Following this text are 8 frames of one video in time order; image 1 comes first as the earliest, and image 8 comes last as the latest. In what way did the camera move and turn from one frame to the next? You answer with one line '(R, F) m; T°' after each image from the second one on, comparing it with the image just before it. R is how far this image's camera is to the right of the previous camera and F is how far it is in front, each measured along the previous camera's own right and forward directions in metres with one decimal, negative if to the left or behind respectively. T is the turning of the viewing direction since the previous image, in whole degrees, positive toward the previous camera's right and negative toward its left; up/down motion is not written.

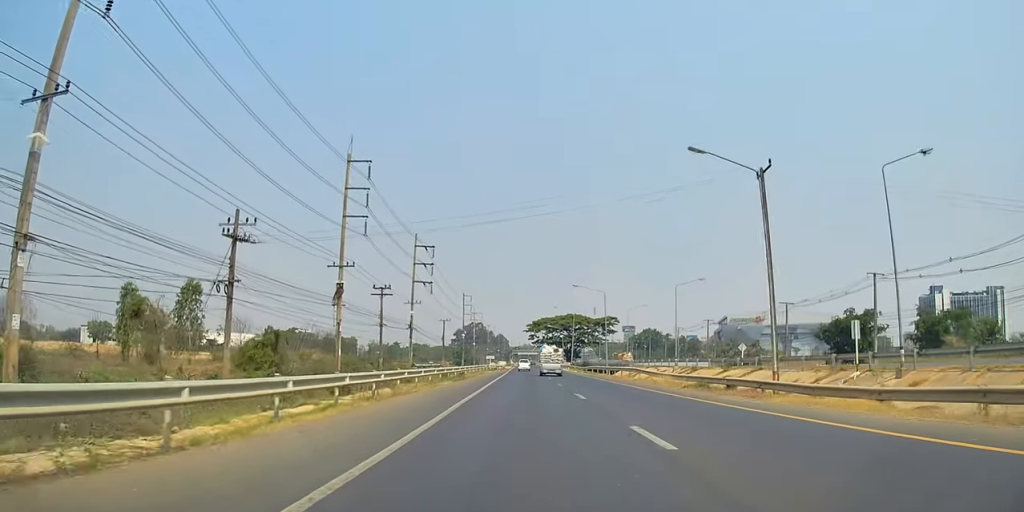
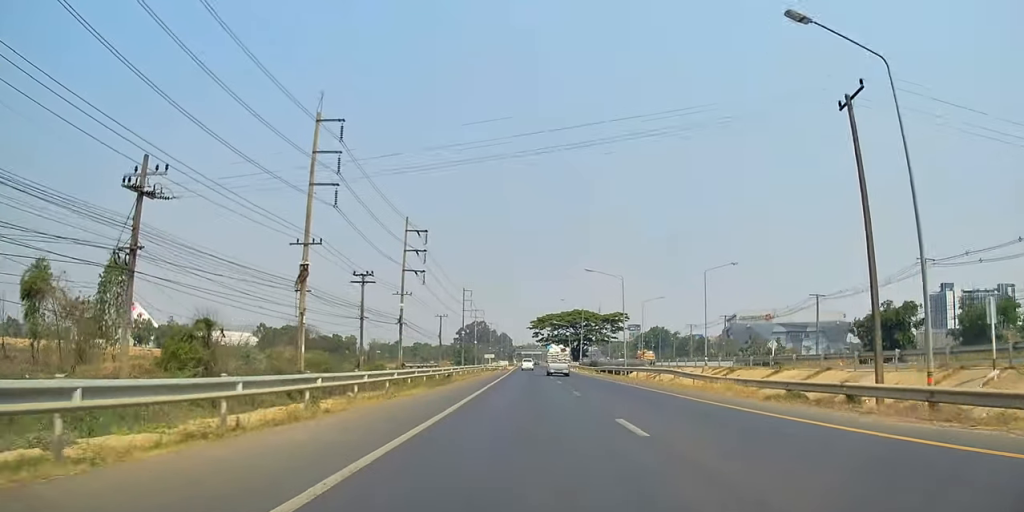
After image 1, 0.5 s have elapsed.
(0.0, +10.5) m; 0°
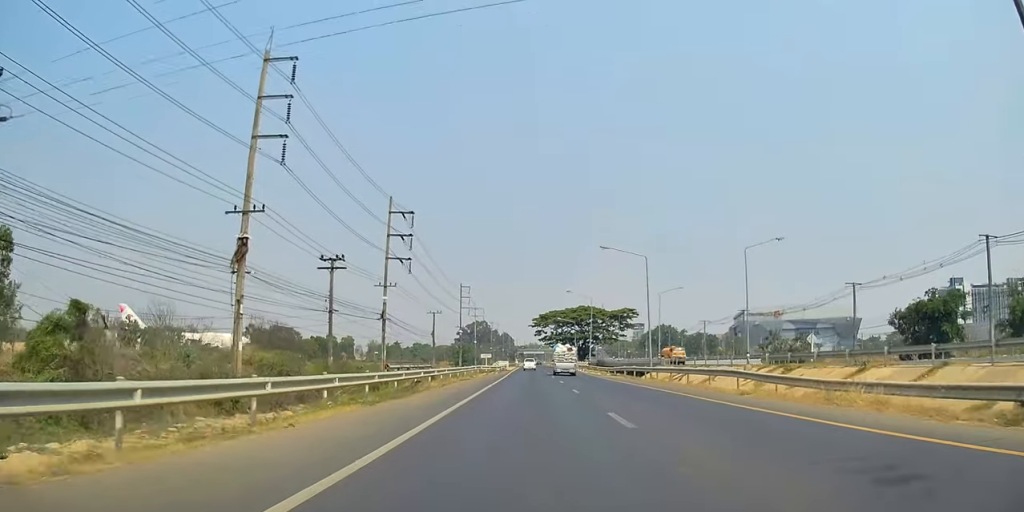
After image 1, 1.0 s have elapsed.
(0.0, +11.1) m; -1°
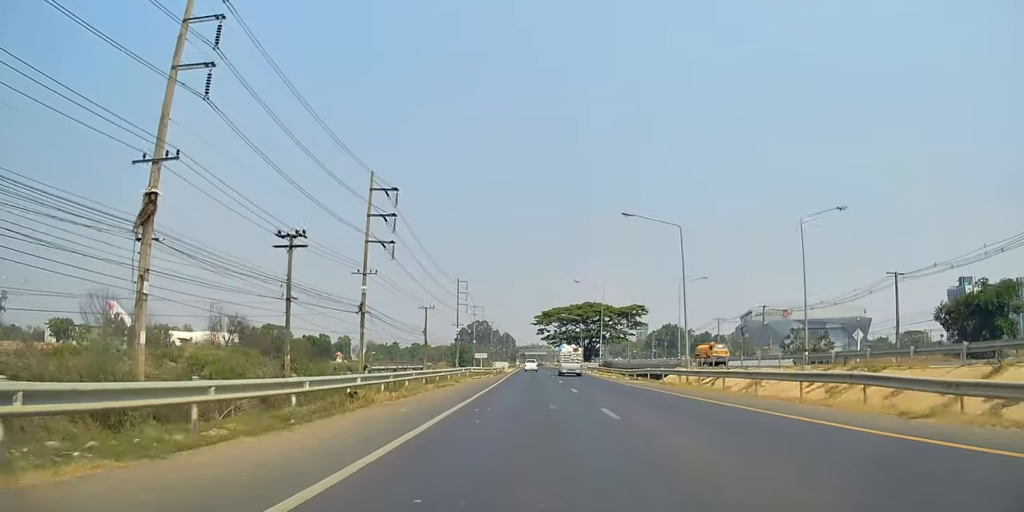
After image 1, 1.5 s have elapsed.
(0.0, +10.7) m; -1°
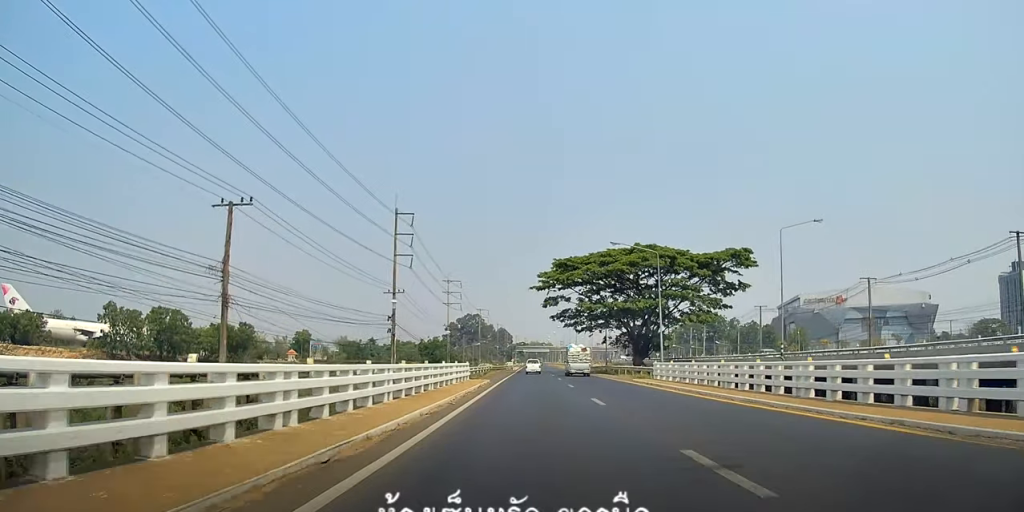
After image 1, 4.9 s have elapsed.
(+0.2, +68.2) m; 0°
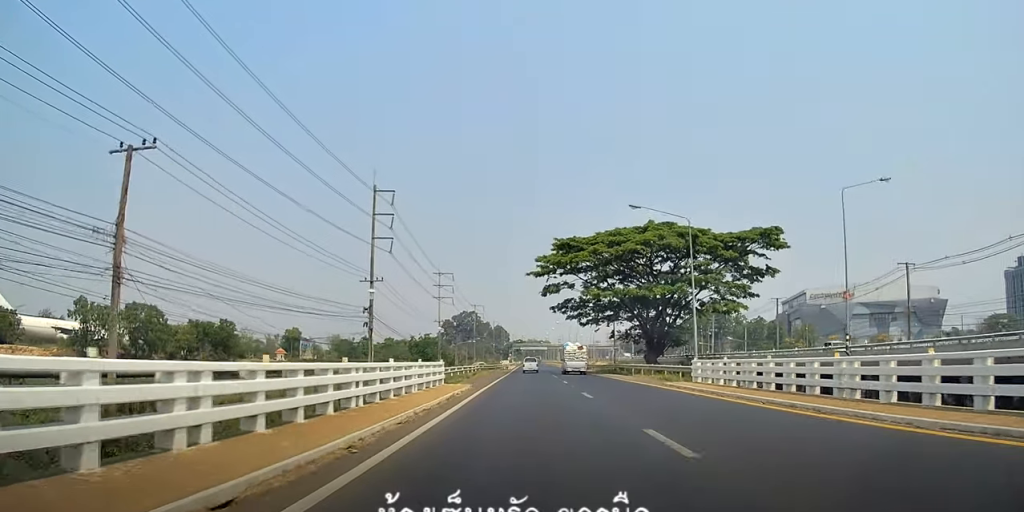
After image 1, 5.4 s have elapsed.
(-0.4, +9.2) m; 0°
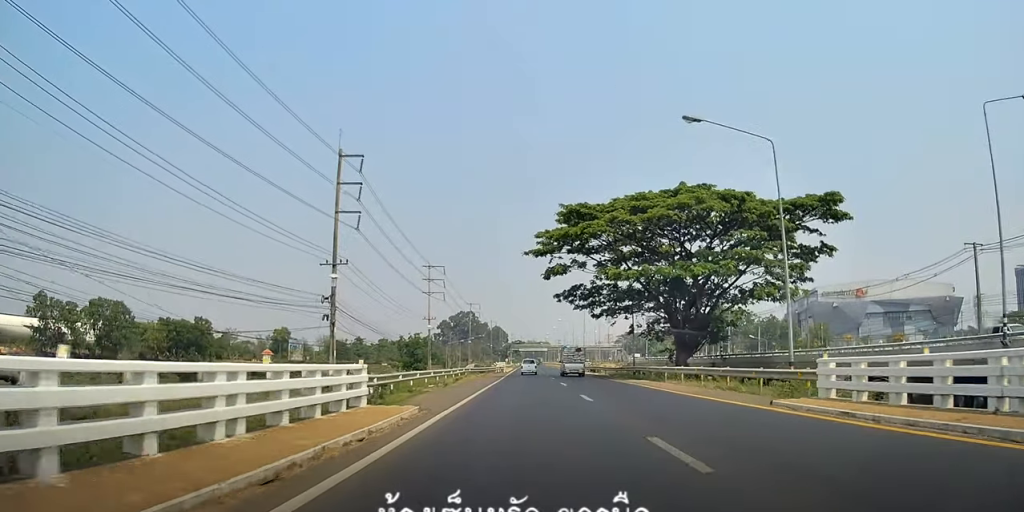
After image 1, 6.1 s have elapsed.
(+0.5, +13.1) m; 0°
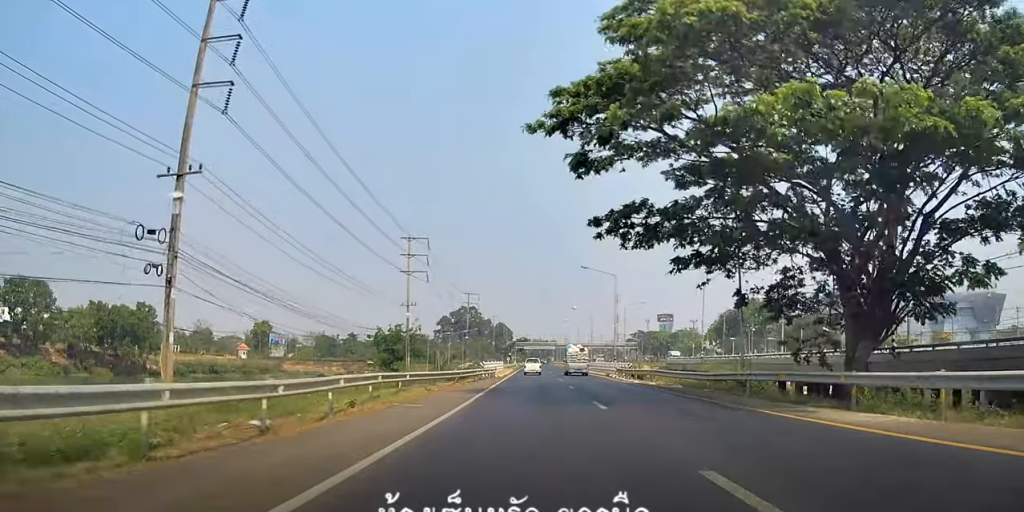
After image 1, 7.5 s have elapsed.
(-0.5, +28.2) m; 0°
